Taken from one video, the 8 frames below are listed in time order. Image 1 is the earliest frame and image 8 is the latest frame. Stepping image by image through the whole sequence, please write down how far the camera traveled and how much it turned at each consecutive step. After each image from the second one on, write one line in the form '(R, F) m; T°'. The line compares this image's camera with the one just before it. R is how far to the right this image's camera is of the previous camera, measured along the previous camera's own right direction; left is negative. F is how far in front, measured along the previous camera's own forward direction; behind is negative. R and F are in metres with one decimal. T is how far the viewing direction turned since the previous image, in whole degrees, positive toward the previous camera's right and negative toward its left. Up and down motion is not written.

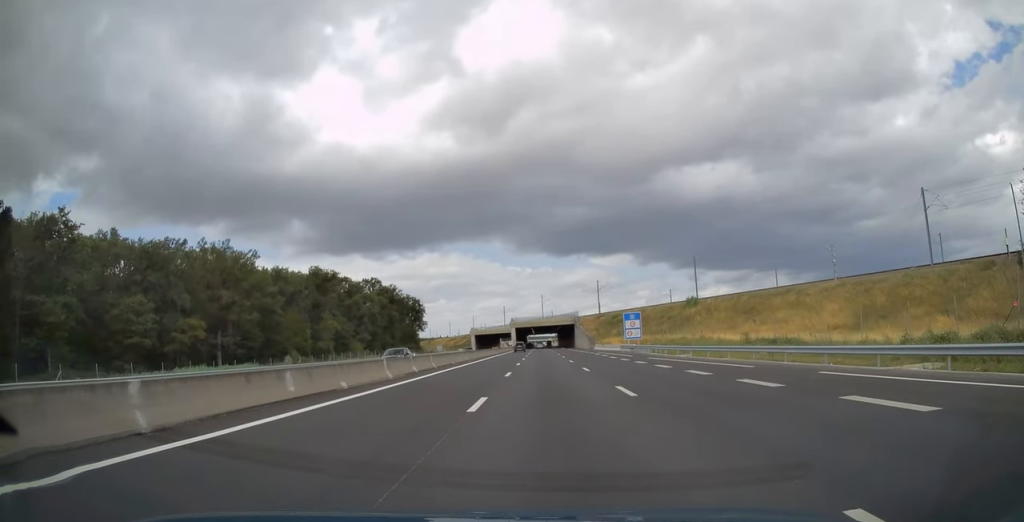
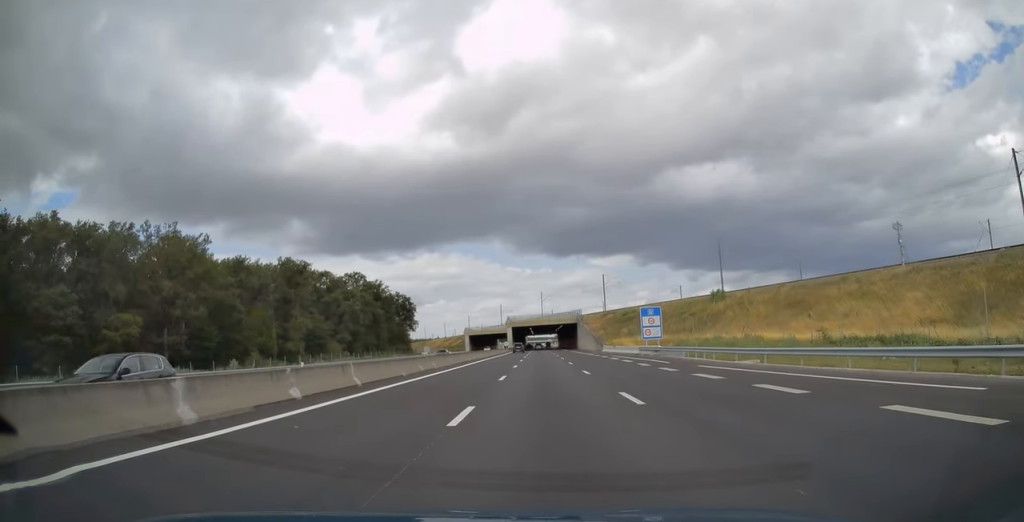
(0.0, +14.5) m; 0°
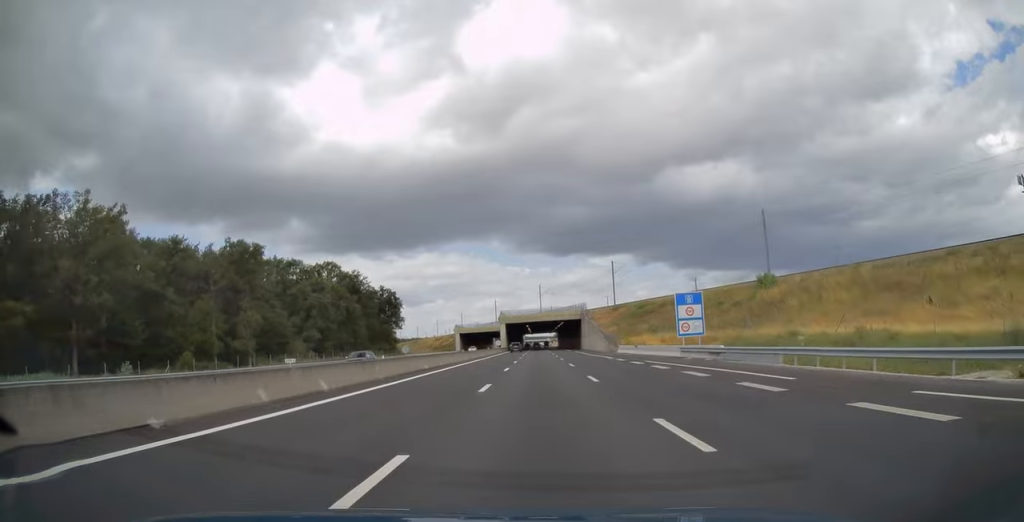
(0.0, +18.8) m; 0°
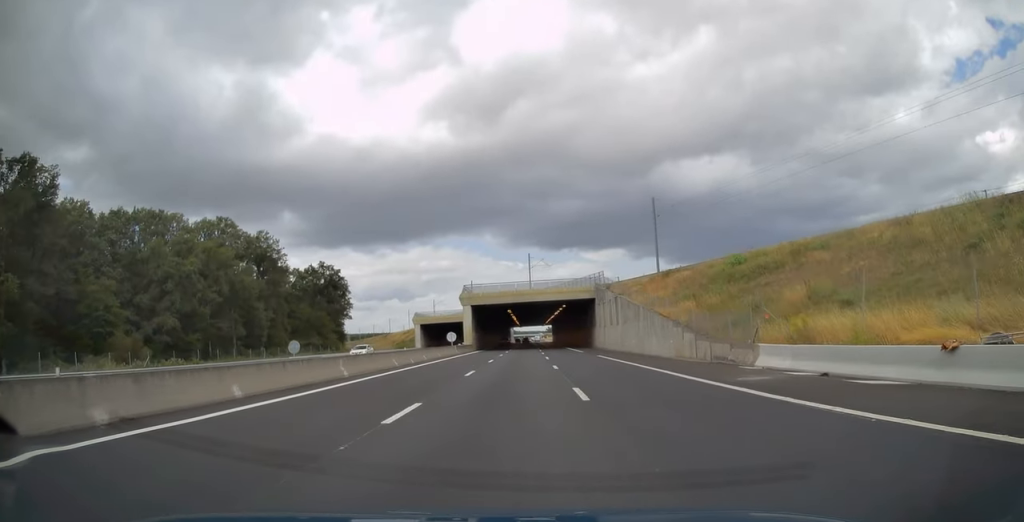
(+0.1, +46.1) m; 0°
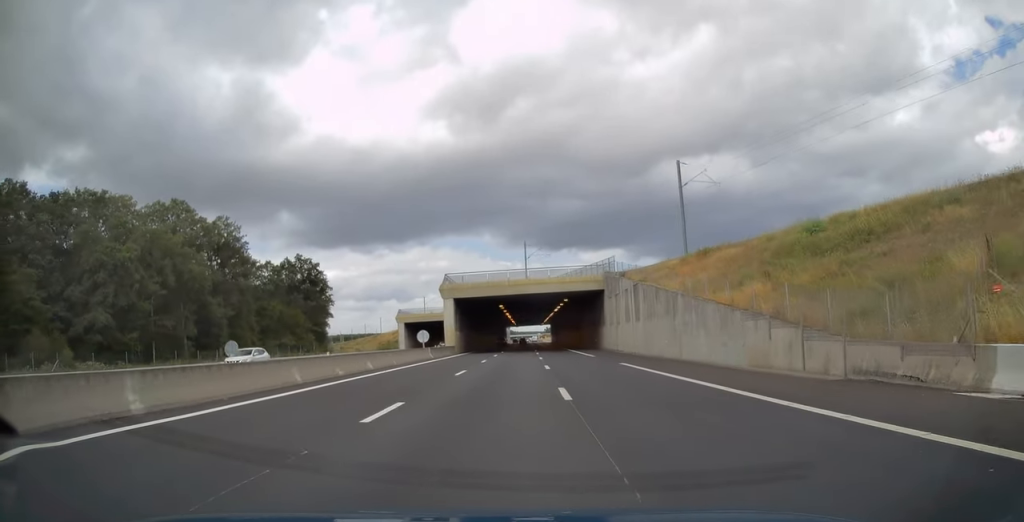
(+0.1, +13.0) m; 0°
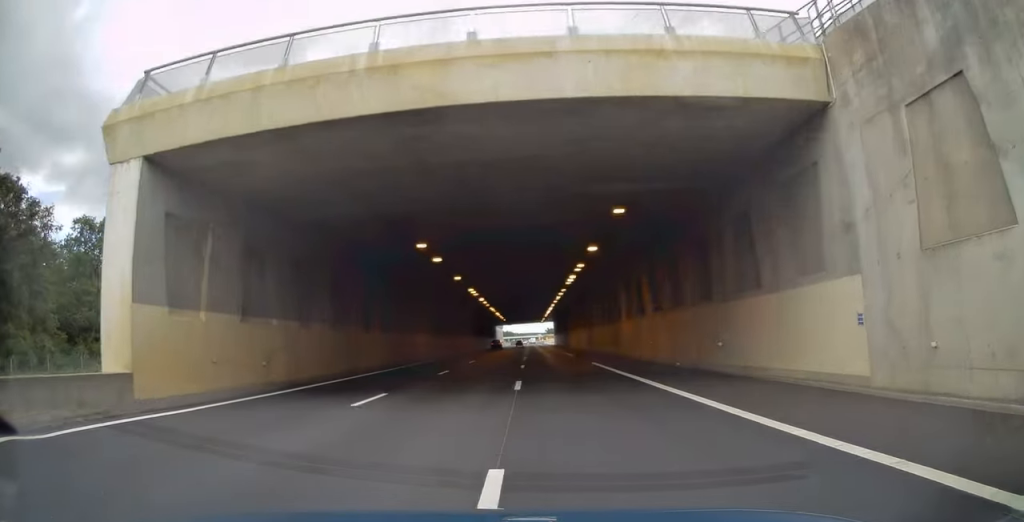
(0.0, +49.0) m; 0°
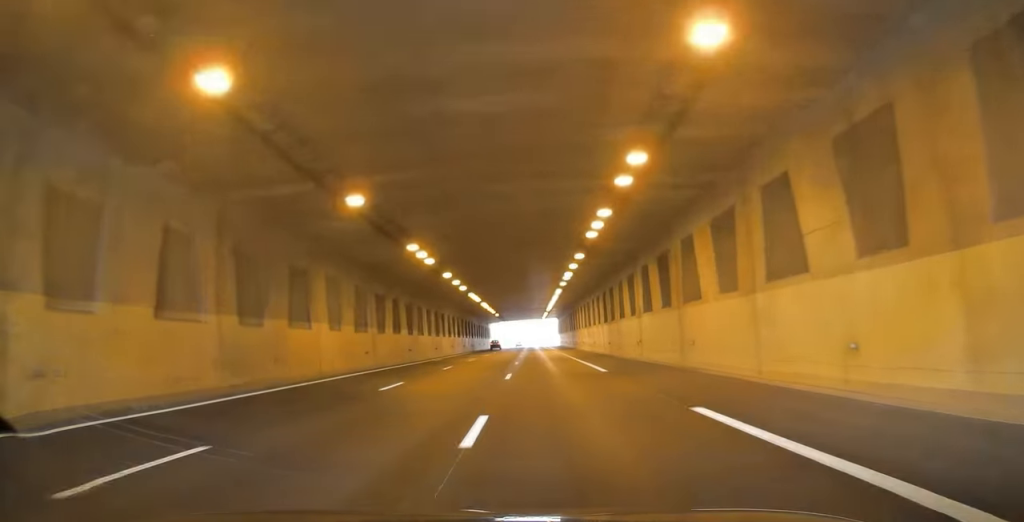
(+0.1, +21.8) m; 0°
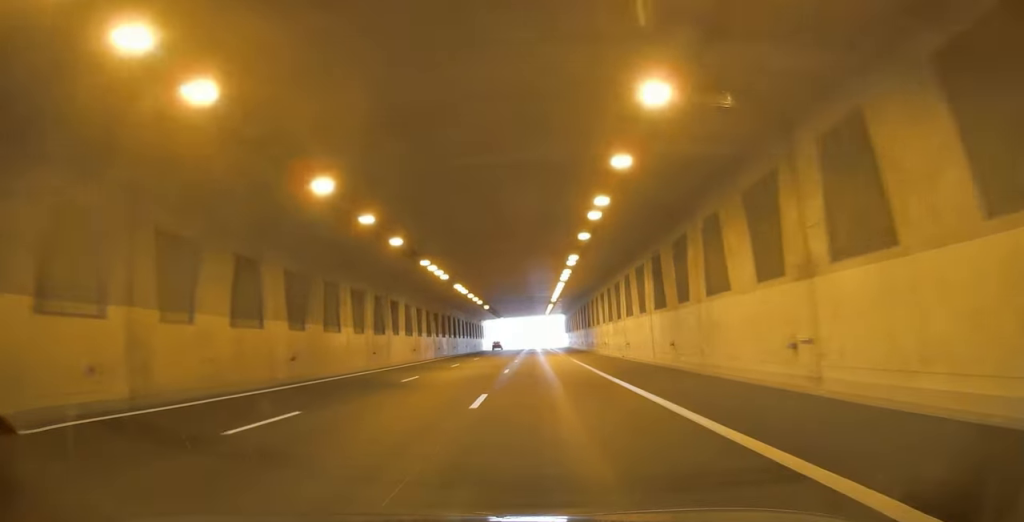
(0.0, +22.0) m; 0°
